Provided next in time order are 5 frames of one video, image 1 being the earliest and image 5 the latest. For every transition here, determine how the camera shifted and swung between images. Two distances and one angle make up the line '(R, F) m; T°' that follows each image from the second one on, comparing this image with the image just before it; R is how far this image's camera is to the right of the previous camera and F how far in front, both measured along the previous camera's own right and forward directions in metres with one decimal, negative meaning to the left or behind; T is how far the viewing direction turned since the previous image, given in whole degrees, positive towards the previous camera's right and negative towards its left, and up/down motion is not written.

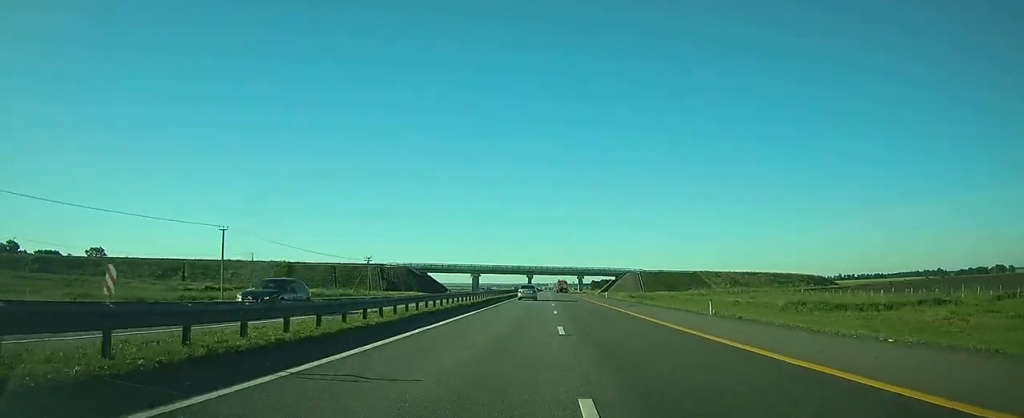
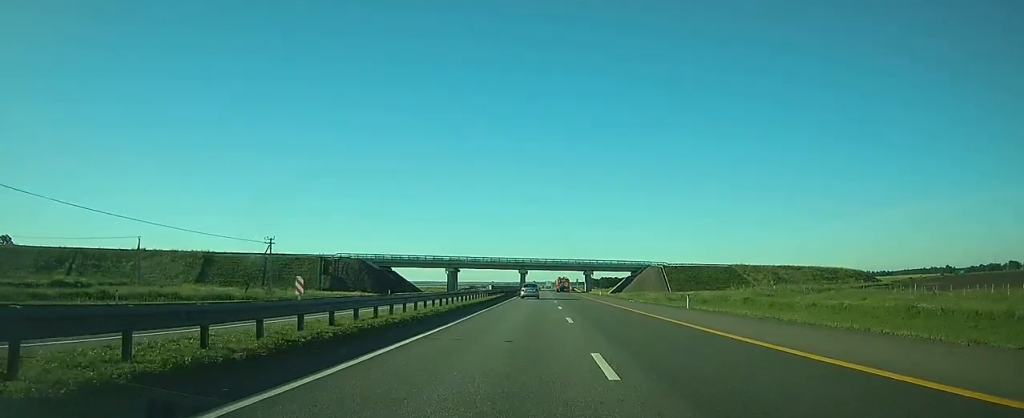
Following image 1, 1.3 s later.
(+0.1, +44.0) m; 0°
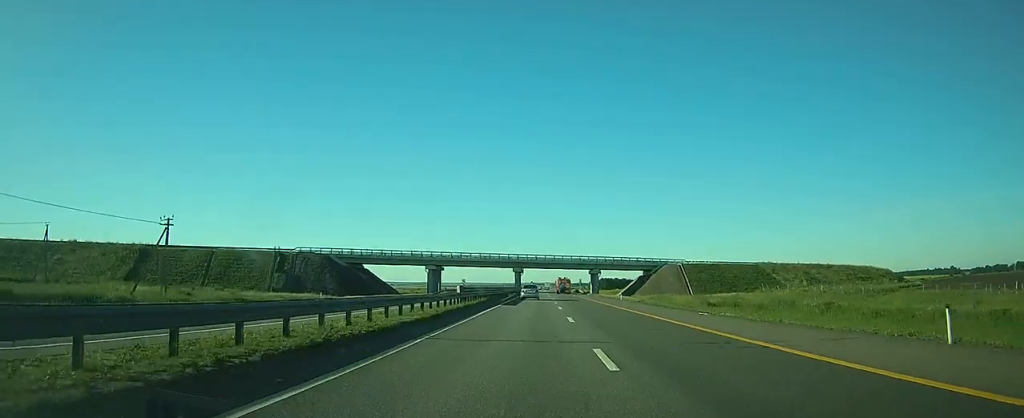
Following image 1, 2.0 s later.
(0.0, +23.0) m; 0°
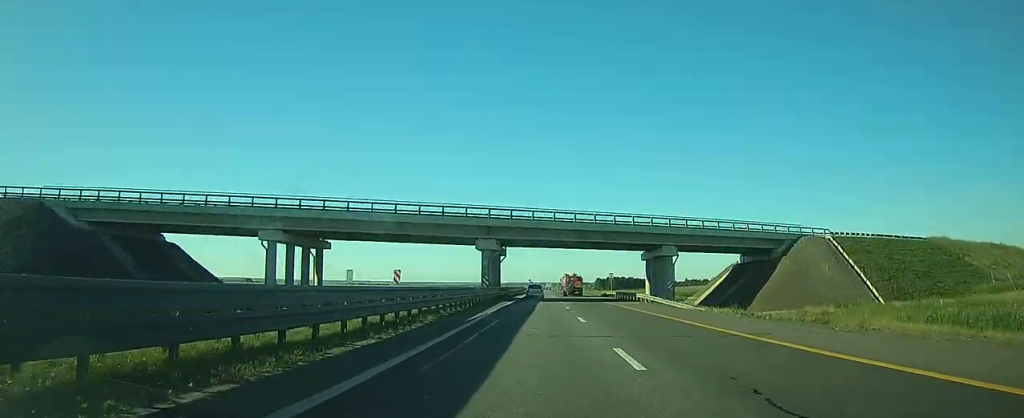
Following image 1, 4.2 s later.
(+0.2, +72.3) m; 0°
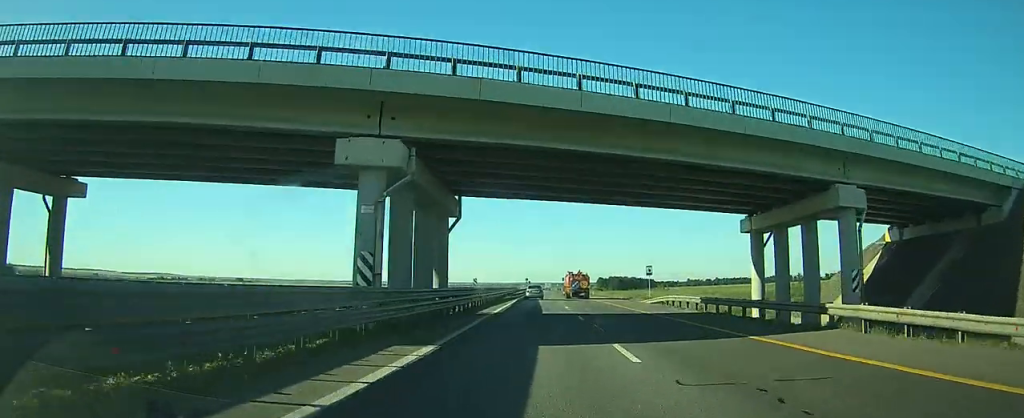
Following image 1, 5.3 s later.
(-0.1, +35.0) m; 0°
